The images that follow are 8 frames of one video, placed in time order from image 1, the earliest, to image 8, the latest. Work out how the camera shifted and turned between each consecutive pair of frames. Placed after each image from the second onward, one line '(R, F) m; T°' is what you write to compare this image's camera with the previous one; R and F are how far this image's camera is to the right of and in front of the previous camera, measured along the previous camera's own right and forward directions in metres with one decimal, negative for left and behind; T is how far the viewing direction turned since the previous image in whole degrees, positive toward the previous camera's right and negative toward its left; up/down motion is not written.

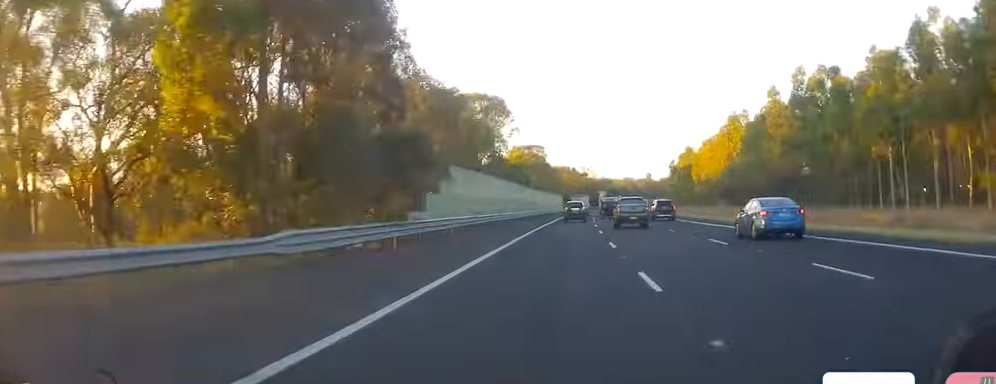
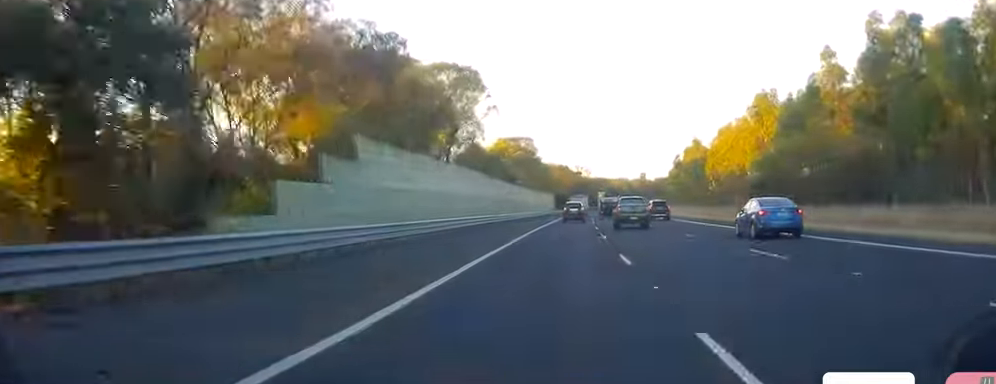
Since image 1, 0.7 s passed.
(+0.5, +18.9) m; 0°
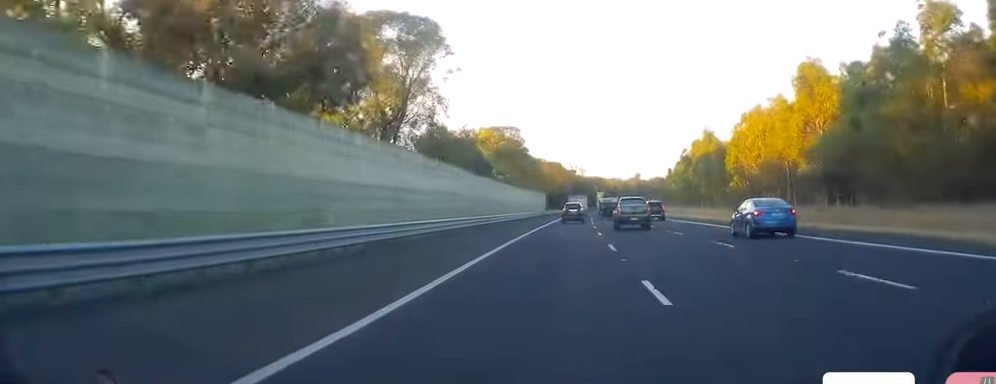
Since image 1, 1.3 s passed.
(-0.2, +18.9) m; 0°
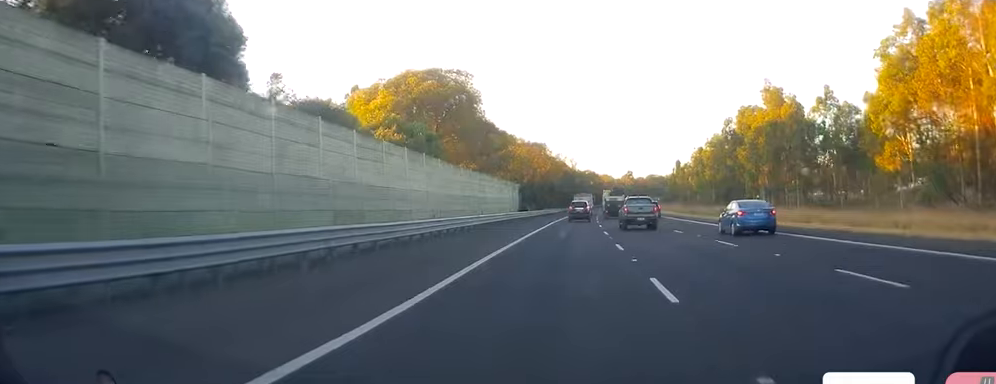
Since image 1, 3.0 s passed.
(+0.4, +48.0) m; +2°
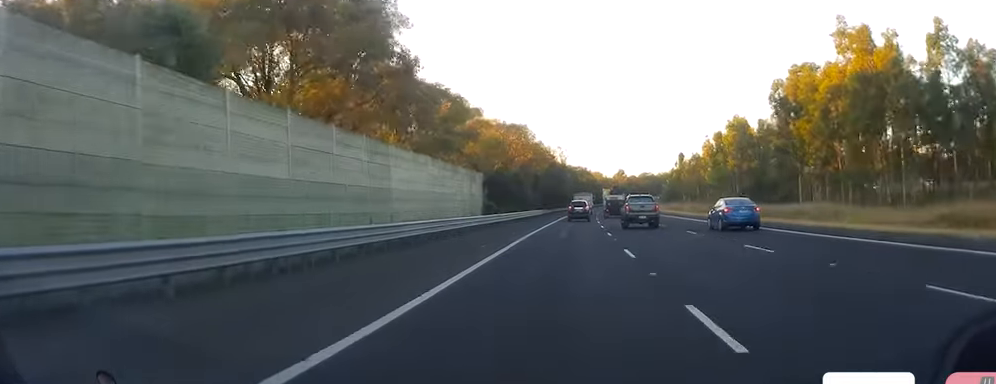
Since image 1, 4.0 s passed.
(+0.2, +28.0) m; +1°
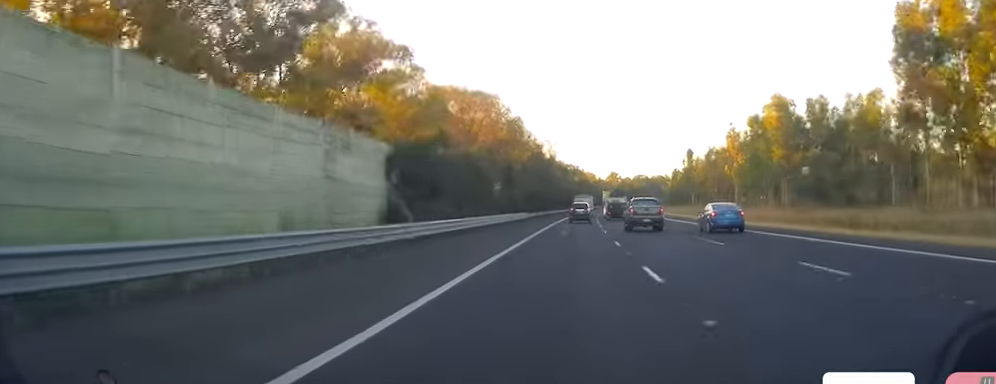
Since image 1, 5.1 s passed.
(+0.3, +29.7) m; 0°
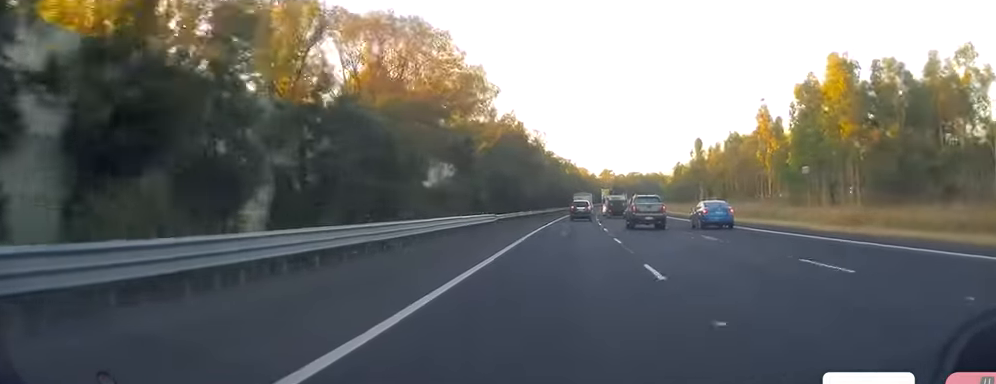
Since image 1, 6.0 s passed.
(-0.3, +24.1) m; -1°
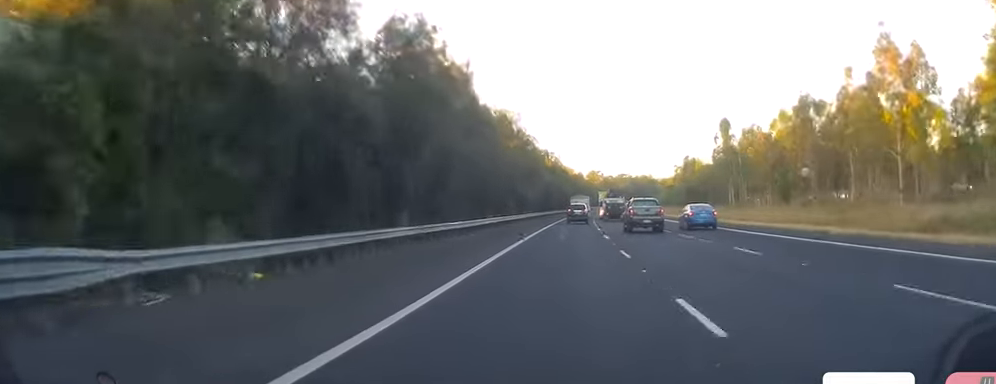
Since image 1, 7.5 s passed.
(+0.9, +41.6) m; +2°
